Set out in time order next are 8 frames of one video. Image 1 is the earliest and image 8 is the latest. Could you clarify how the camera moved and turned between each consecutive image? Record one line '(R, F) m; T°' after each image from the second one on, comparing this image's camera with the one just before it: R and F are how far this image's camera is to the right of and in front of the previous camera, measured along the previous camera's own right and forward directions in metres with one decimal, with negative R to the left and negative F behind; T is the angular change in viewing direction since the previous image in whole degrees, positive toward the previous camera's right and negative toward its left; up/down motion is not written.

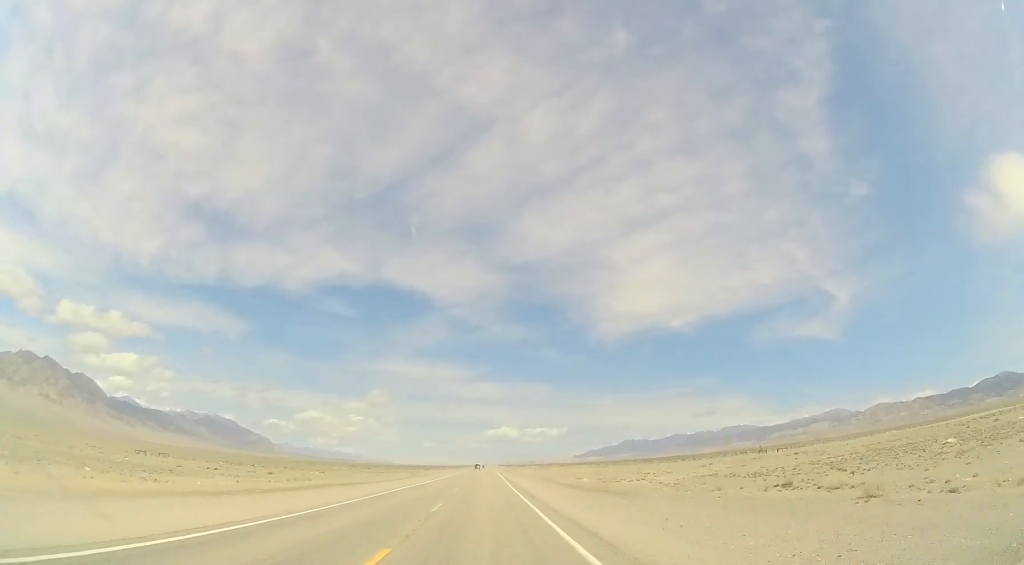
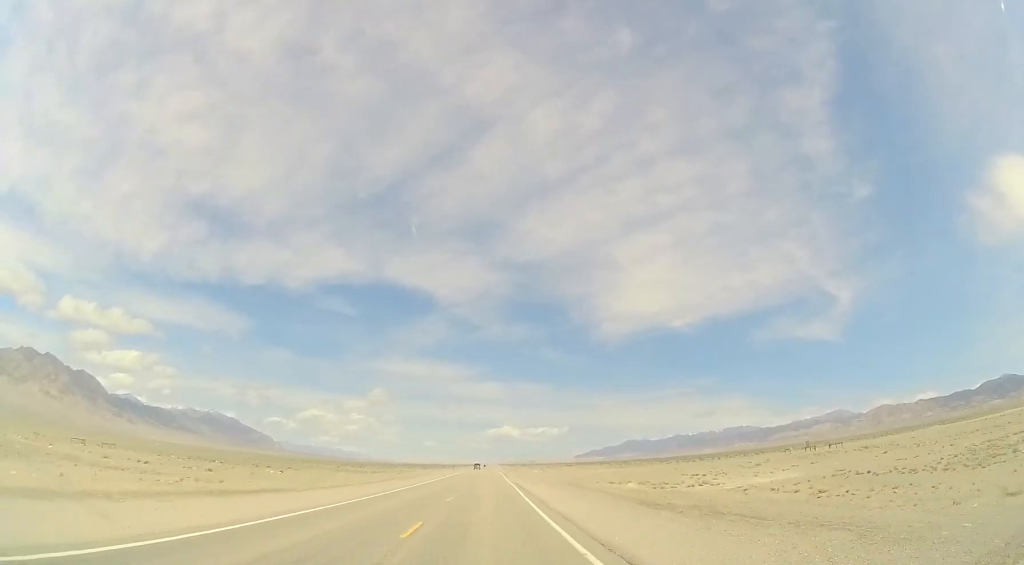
(+0.3, +19.6) m; 0°
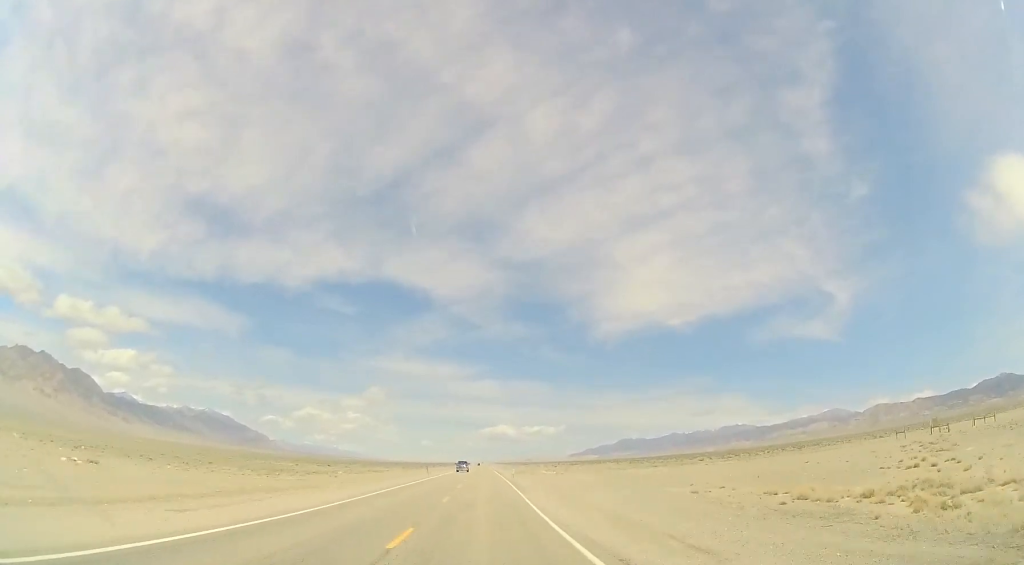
(-0.1, +38.1) m; 0°
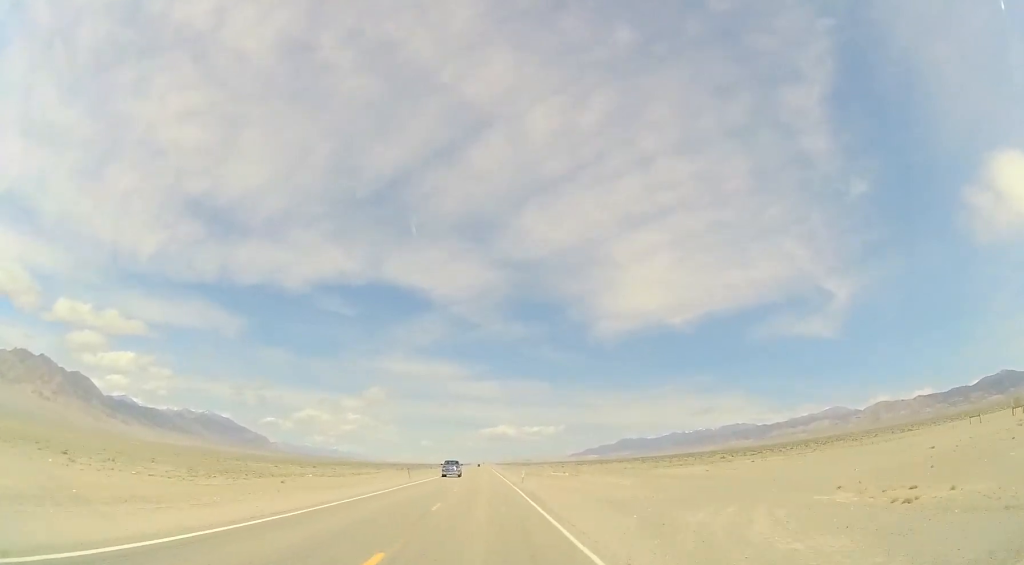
(0.0, +16.3) m; 0°
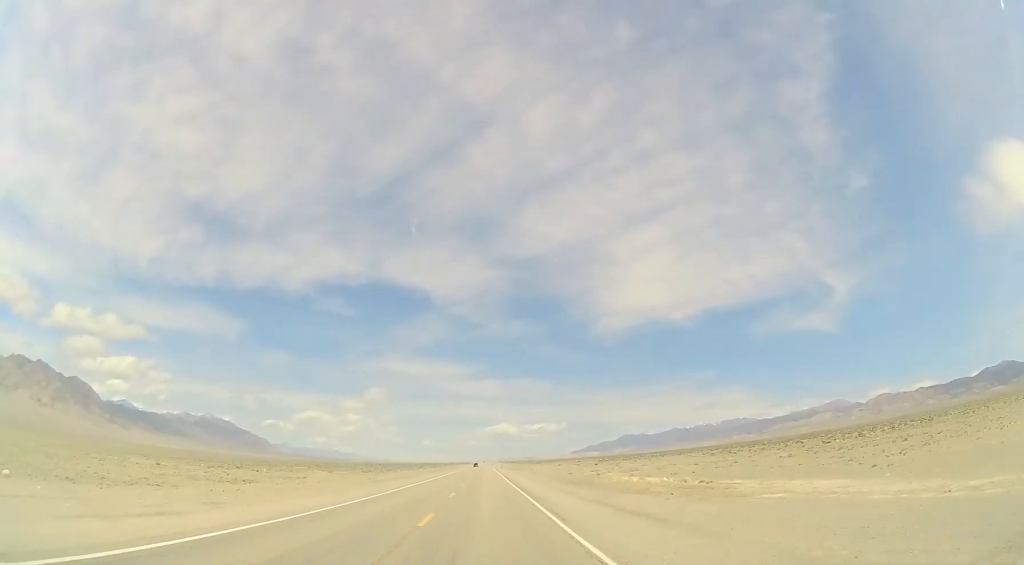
(+0.8, +53.4) m; 0°
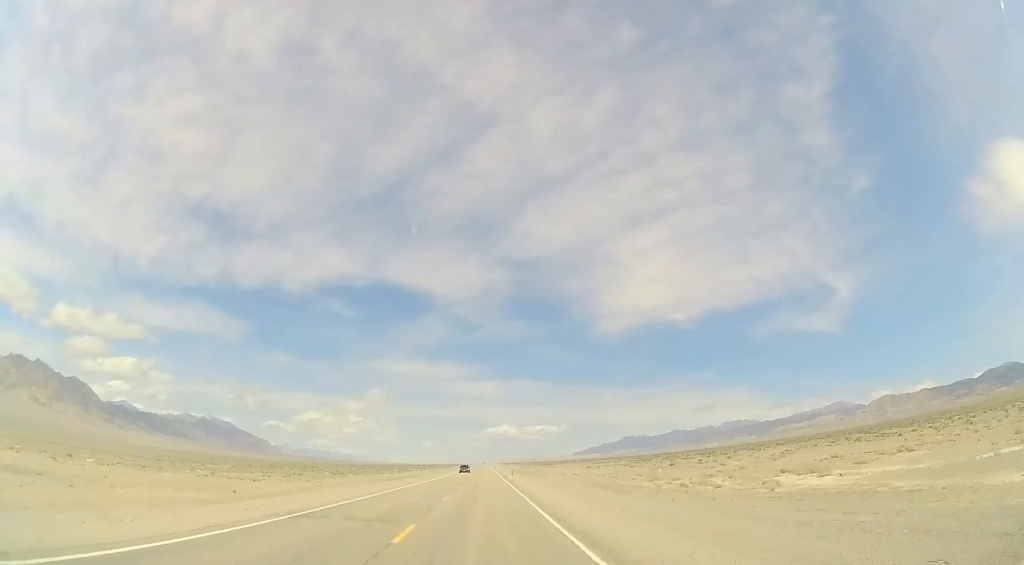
(-0.7, +52.6) m; -1°
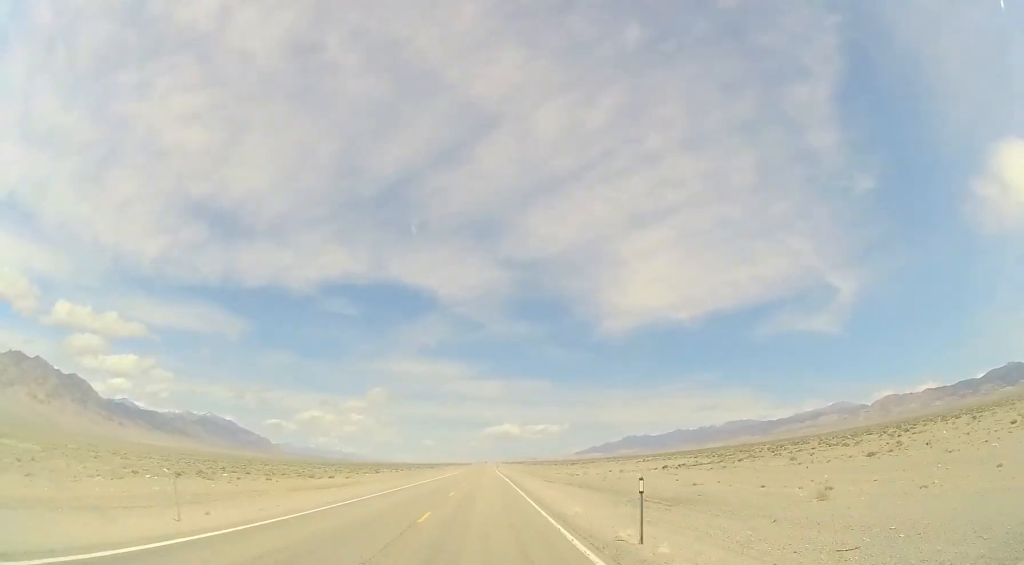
(+0.2, +58.2) m; +1°
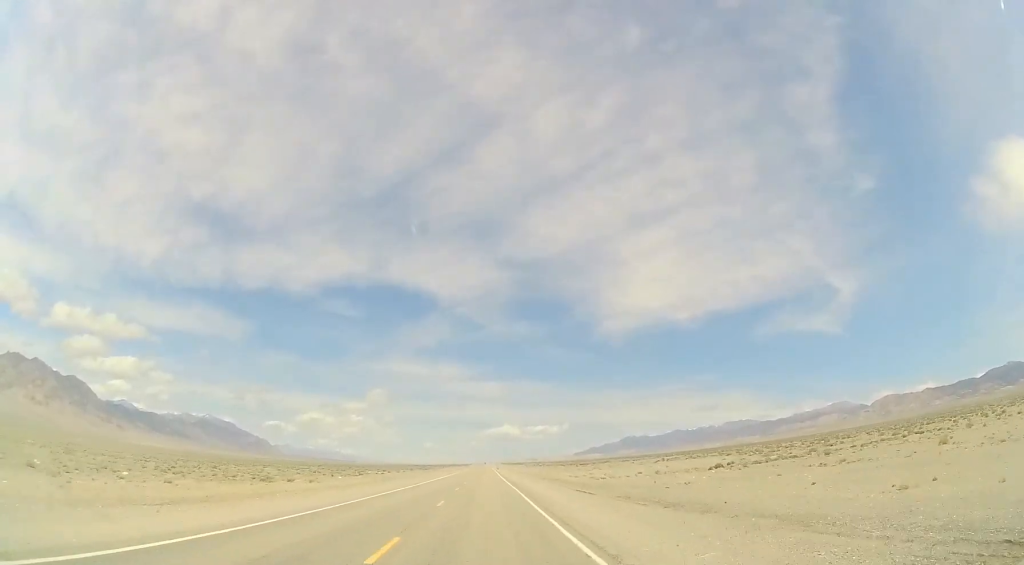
(+0.2, +18.6) m; 0°
